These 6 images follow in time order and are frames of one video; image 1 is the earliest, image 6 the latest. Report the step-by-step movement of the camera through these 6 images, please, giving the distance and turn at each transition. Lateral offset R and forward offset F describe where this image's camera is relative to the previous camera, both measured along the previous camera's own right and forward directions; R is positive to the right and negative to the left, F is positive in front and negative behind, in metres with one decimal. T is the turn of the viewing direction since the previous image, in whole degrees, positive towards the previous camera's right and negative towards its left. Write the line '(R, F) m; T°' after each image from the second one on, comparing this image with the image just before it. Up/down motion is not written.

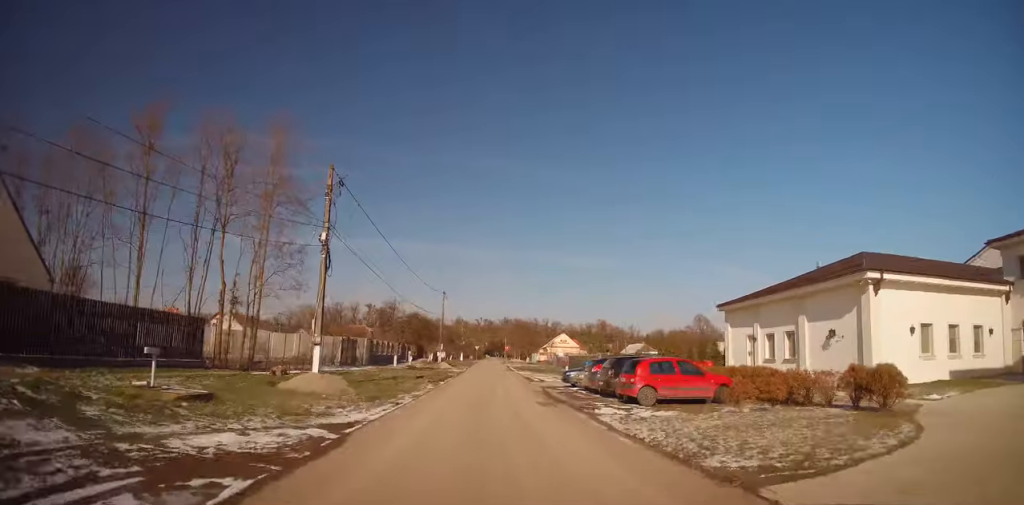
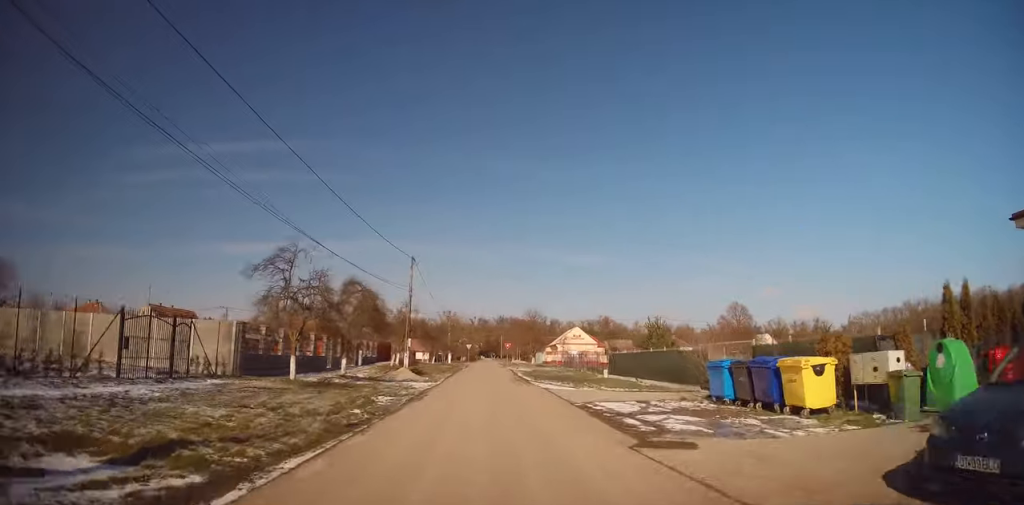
(+0.1, +23.2) m; -1°
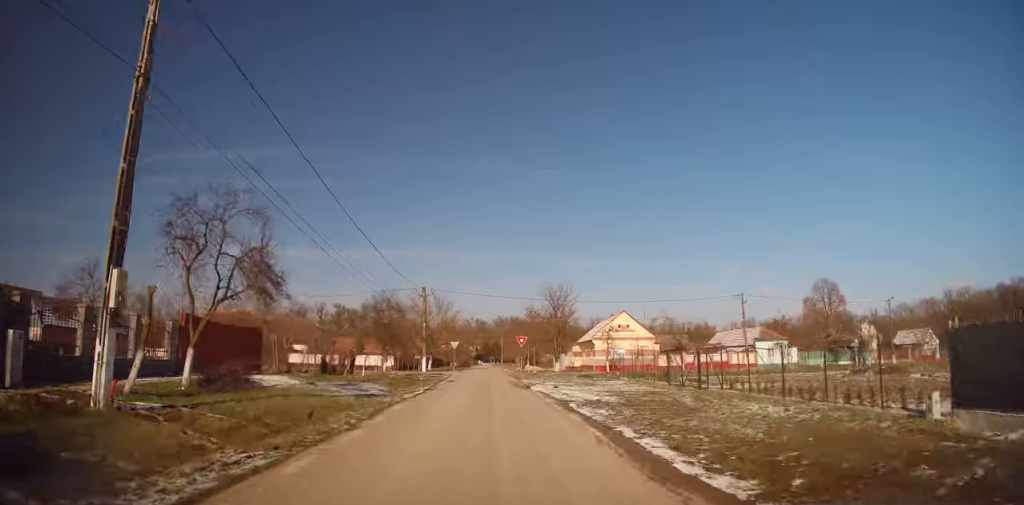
(+0.2, +33.1) m; +2°
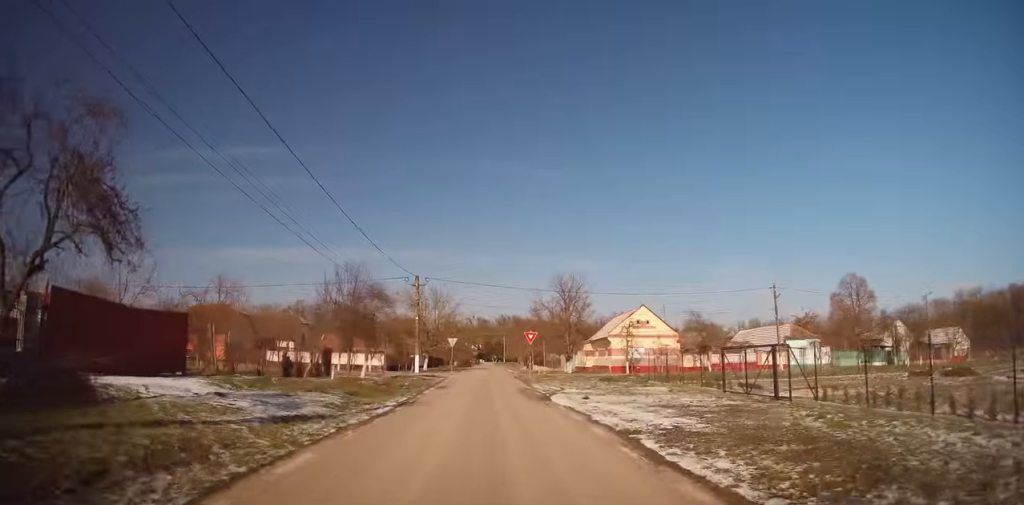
(+0.1, +6.7) m; 0°
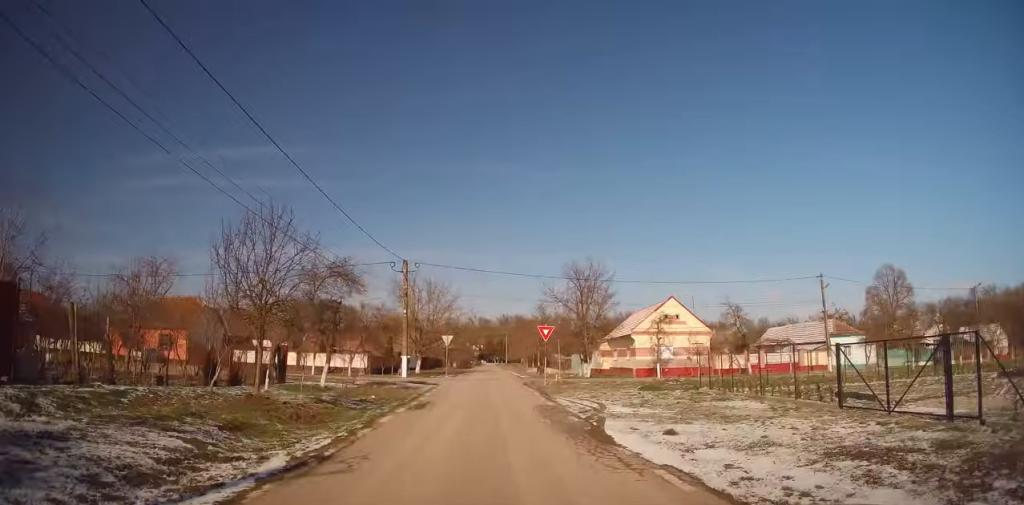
(-0.2, +8.2) m; -2°
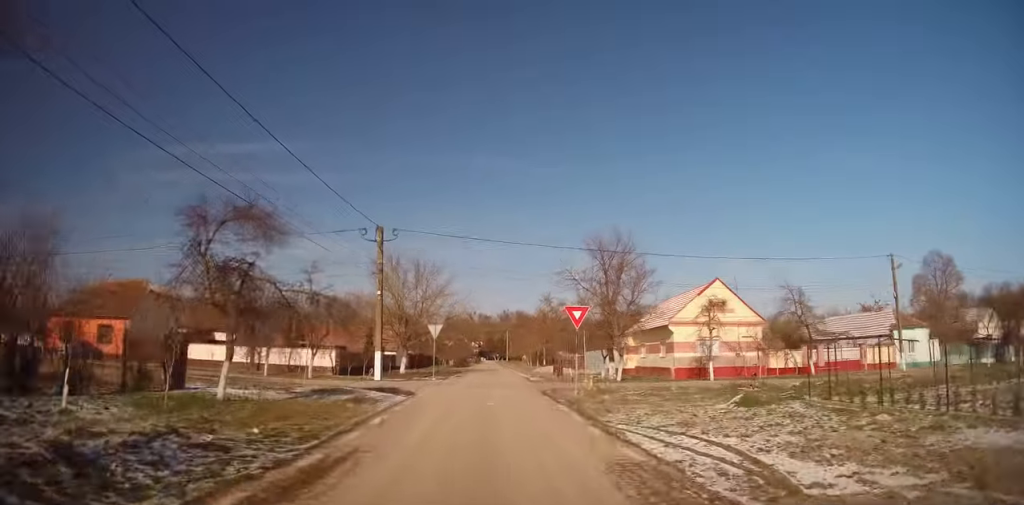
(0.0, +9.4) m; 0°
